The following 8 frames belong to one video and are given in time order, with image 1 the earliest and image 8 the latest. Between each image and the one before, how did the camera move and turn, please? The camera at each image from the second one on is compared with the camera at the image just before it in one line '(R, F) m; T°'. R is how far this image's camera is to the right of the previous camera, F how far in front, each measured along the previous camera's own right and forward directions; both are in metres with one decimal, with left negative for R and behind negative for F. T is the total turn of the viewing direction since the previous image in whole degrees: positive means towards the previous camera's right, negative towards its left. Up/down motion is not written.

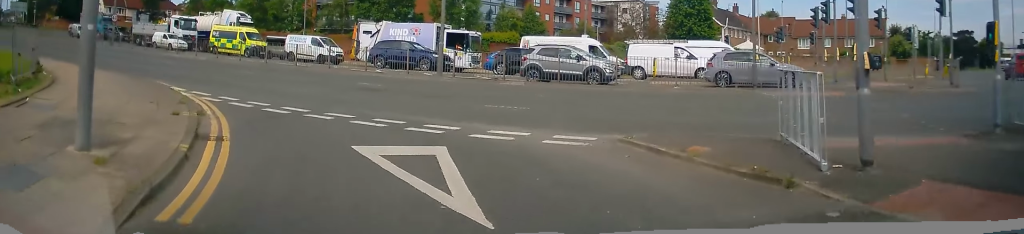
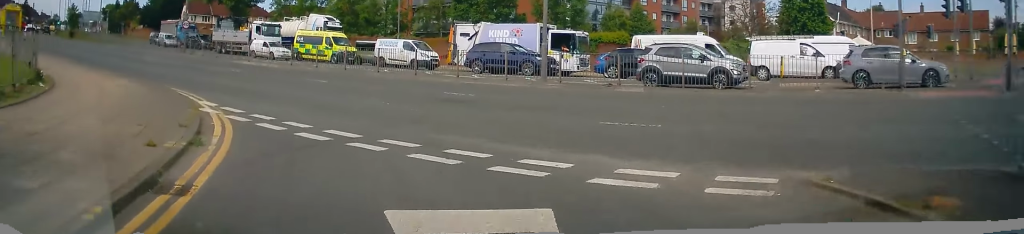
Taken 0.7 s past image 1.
(-0.2, +2.9) m; -12°
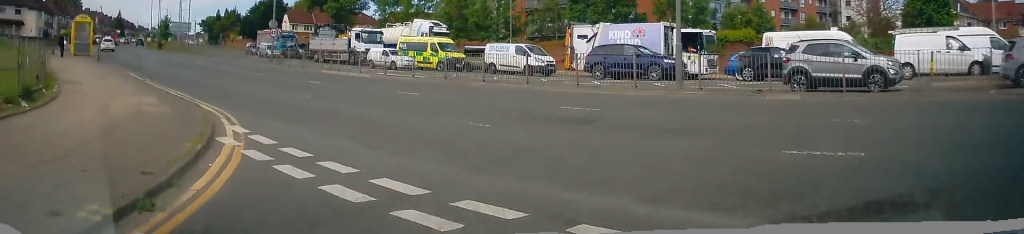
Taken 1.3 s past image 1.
(+0.1, +3.1) m; -14°
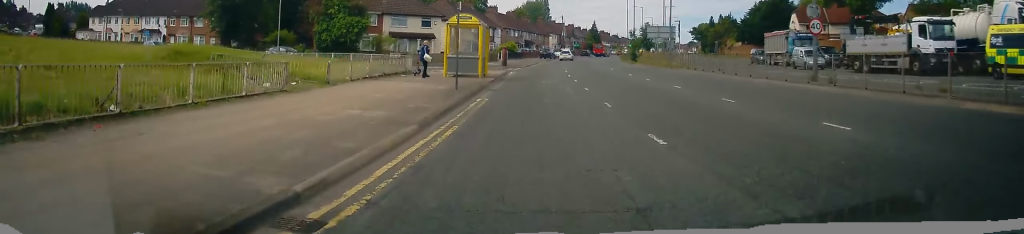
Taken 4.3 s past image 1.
(-7.6, +15.3) m; -43°
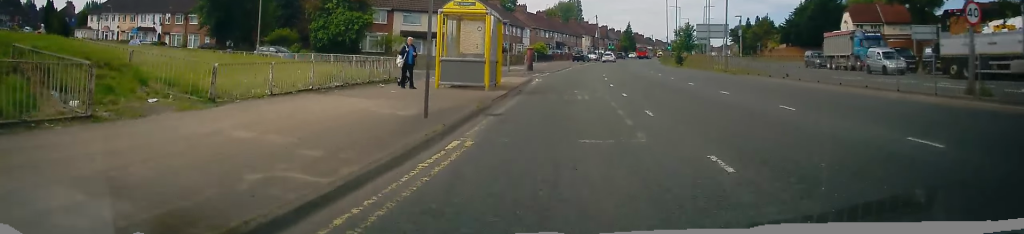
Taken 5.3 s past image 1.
(-0.7, +7.6) m; -3°
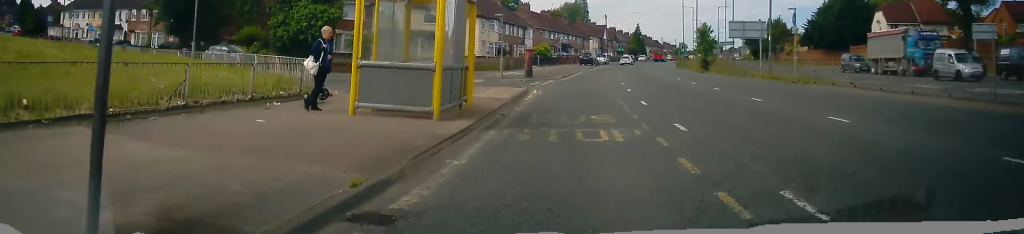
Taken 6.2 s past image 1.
(+0.4, +7.7) m; -1°
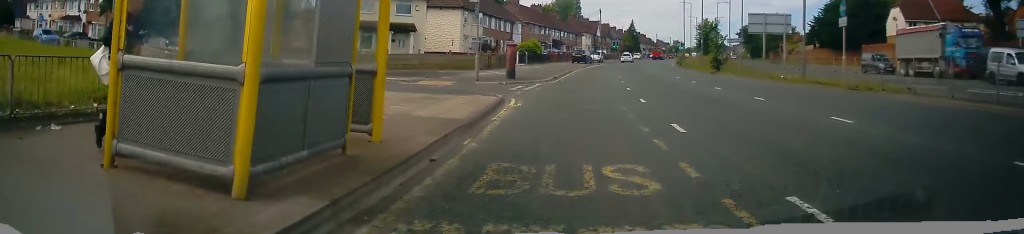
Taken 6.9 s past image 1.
(-0.3, +6.1) m; -1°
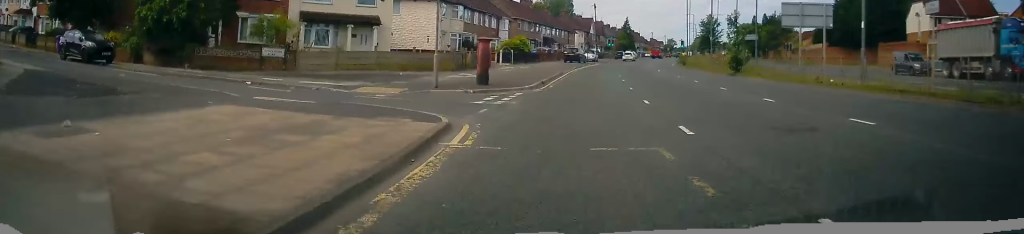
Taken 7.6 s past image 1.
(-0.1, +6.7) m; 0°
